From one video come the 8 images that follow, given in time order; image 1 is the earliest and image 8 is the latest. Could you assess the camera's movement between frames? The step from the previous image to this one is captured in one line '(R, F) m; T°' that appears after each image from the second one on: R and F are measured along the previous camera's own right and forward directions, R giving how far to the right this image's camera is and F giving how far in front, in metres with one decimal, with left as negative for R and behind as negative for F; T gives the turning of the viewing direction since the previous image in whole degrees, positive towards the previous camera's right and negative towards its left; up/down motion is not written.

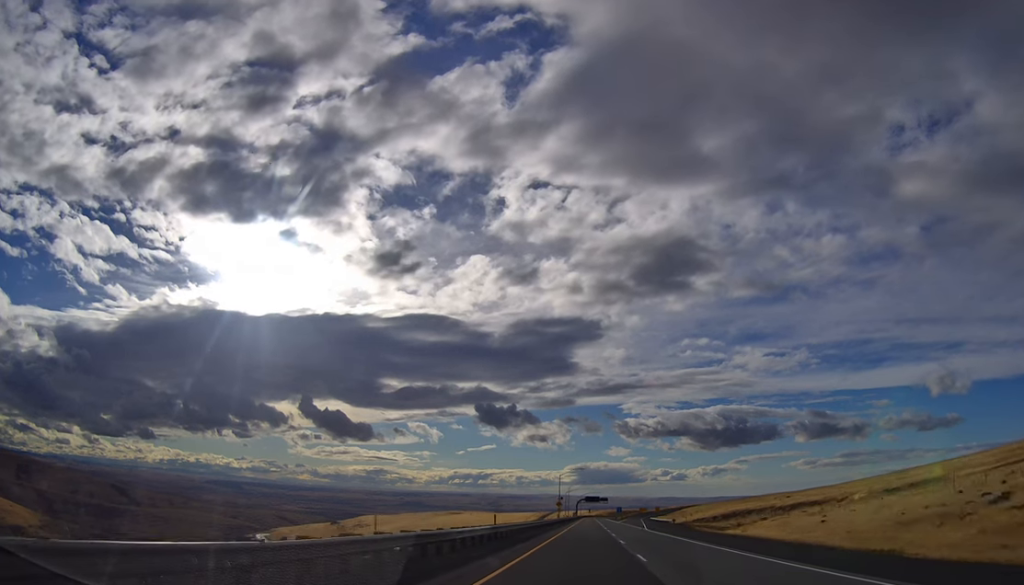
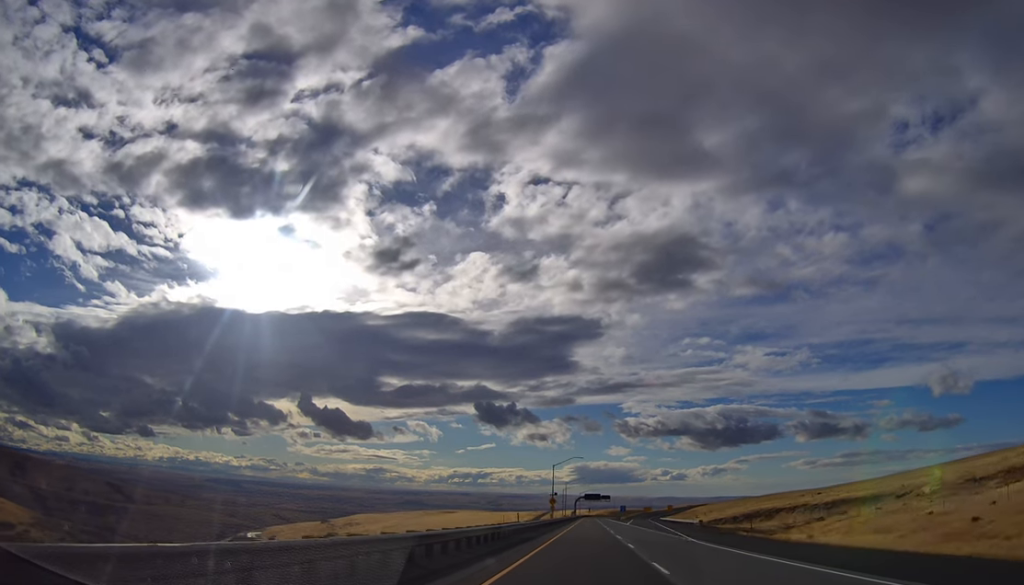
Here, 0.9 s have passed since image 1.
(+0.2, +28.7) m; +1°
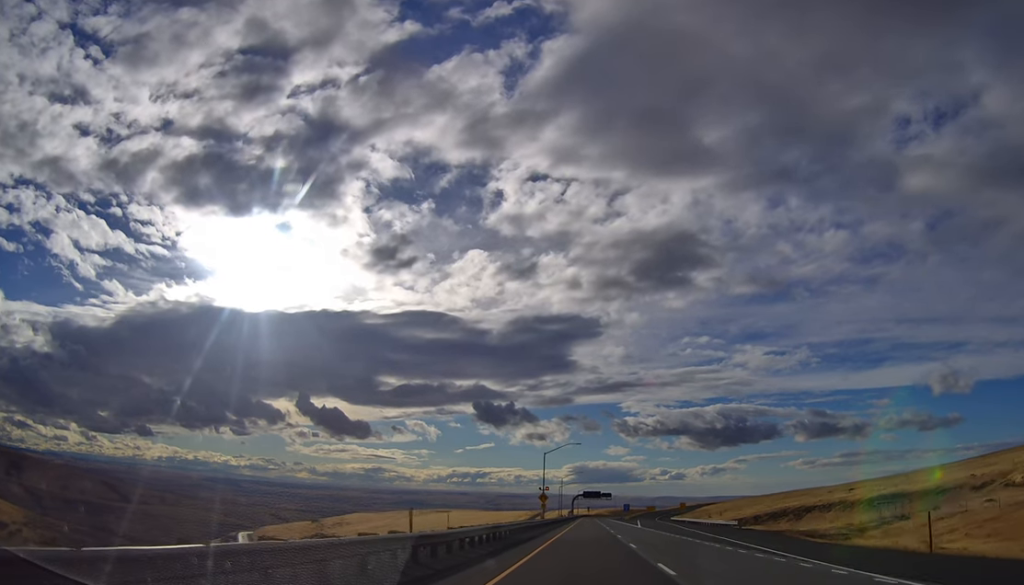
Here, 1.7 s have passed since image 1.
(+0.3, +24.4) m; 0°
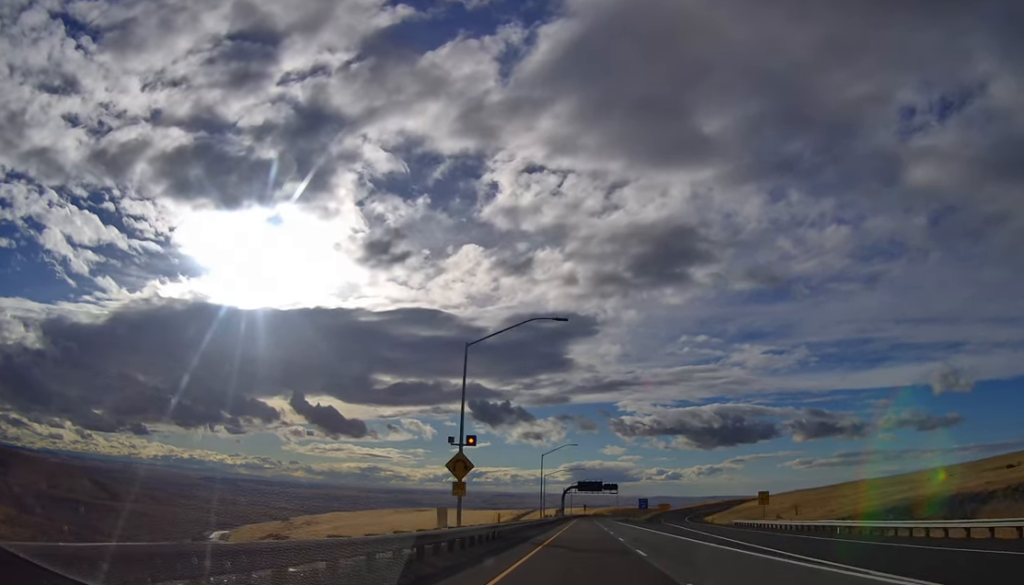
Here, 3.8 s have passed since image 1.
(-0.9, +66.6) m; -1°
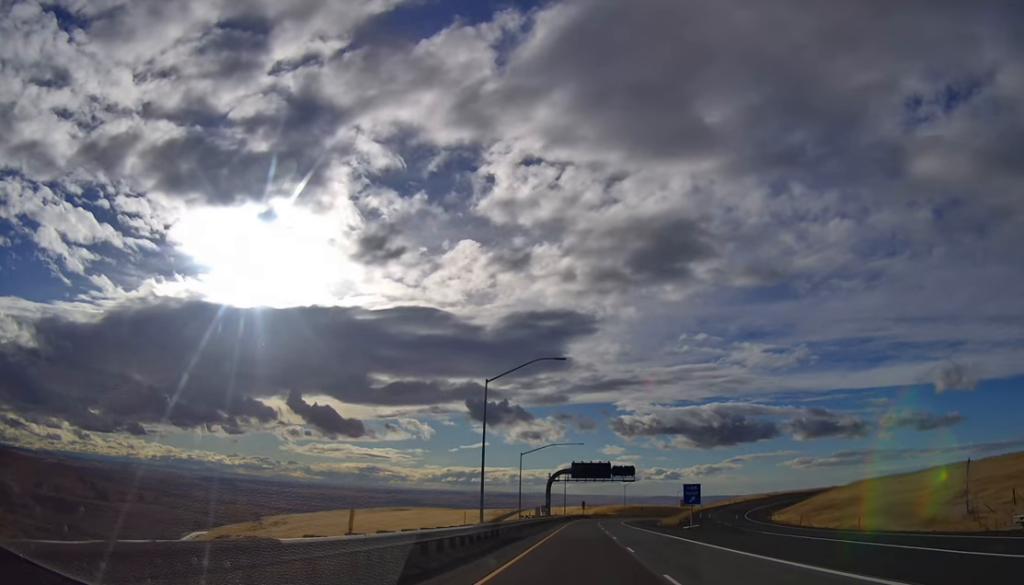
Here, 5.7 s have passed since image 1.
(0.0, +59.4) m; 0°
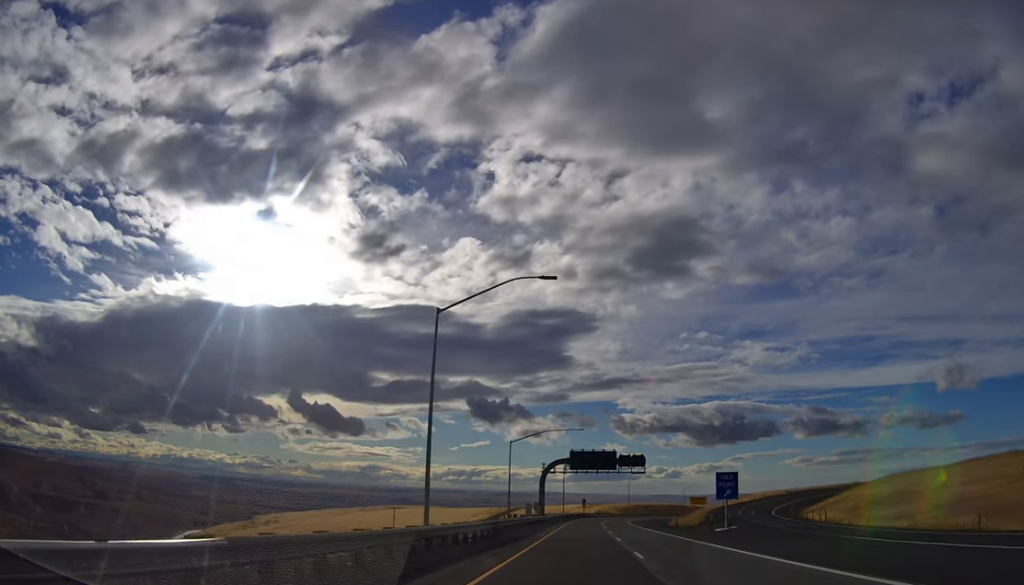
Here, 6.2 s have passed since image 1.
(+0.3, +16.5) m; 0°
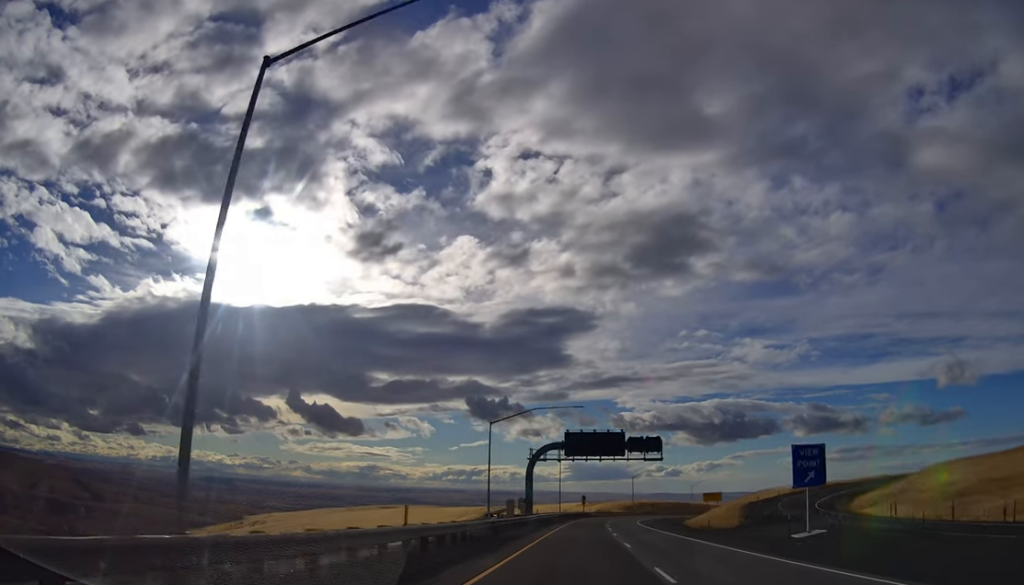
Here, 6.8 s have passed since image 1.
(-0.1, +19.5) m; 0°
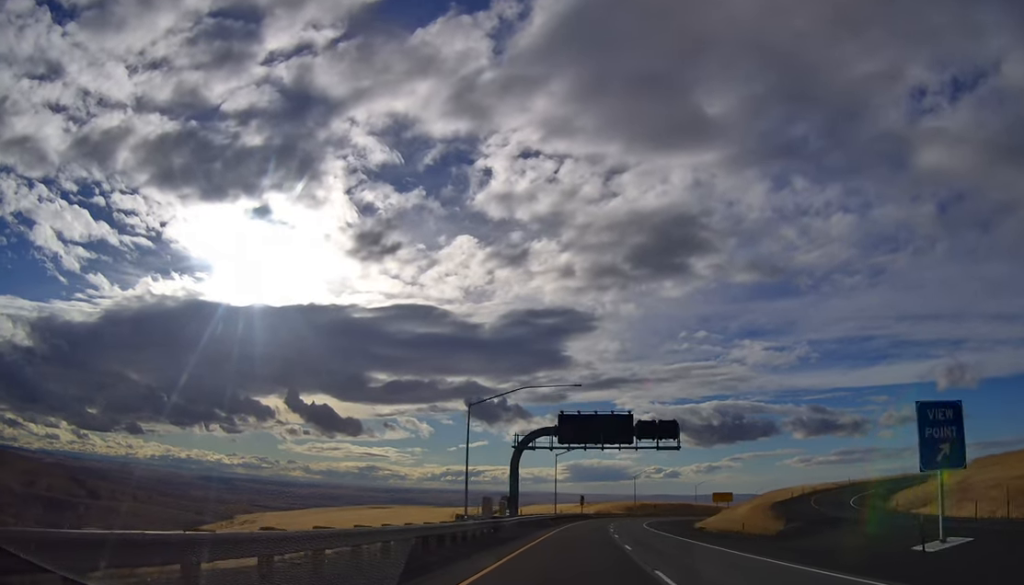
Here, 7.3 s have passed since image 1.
(-0.2, +13.3) m; 0°
